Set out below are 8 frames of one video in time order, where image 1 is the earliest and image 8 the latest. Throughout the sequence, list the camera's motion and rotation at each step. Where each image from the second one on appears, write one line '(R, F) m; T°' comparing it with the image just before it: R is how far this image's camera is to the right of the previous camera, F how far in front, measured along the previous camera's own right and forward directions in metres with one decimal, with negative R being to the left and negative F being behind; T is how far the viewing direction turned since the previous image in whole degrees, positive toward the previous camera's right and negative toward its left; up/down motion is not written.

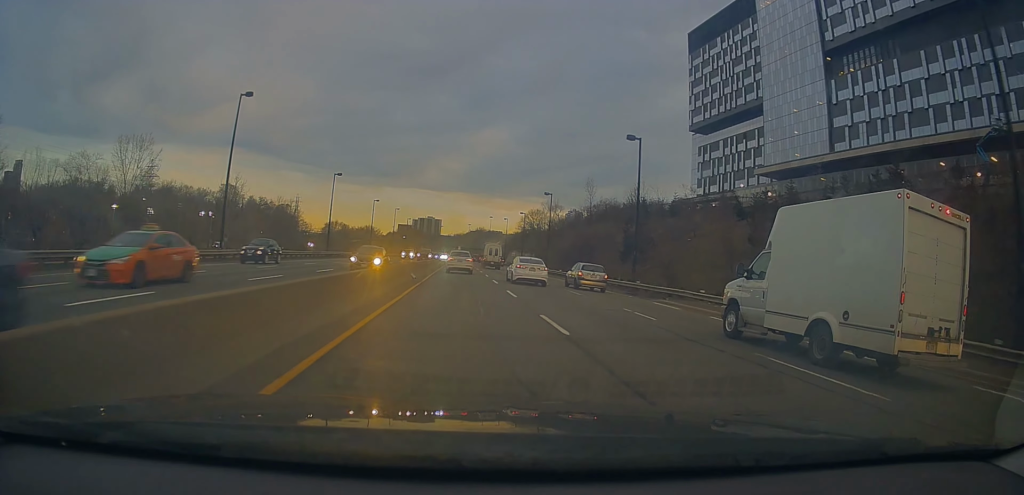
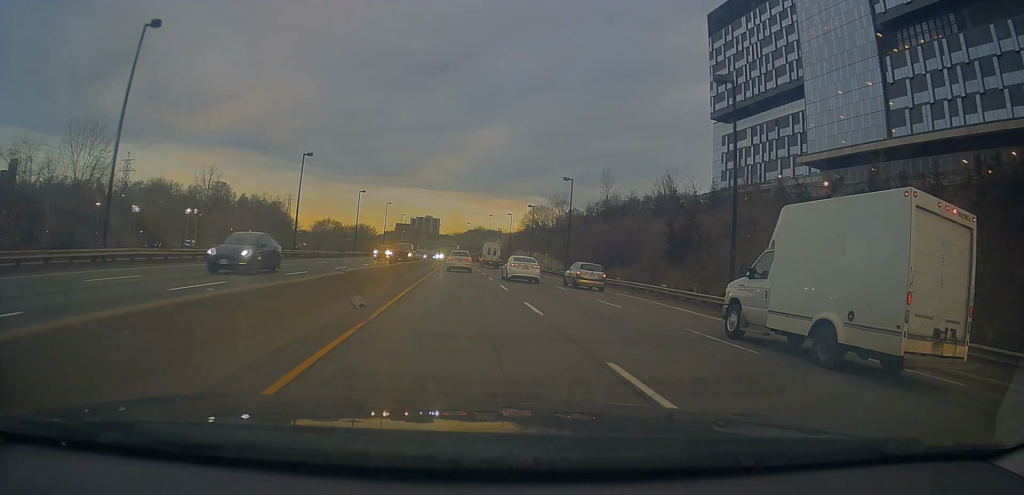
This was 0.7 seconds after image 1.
(-0.2, +14.9) m; 0°
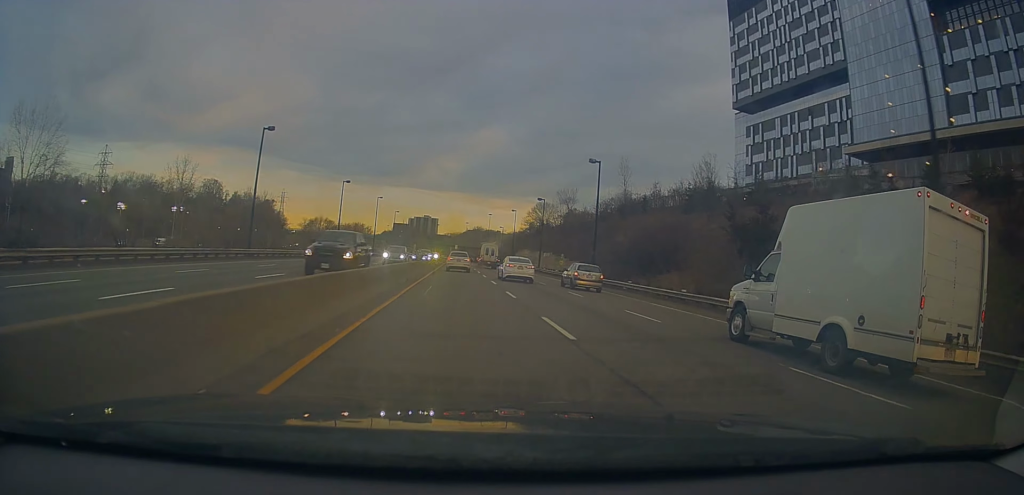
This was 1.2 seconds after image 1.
(+0.1, +12.9) m; 0°
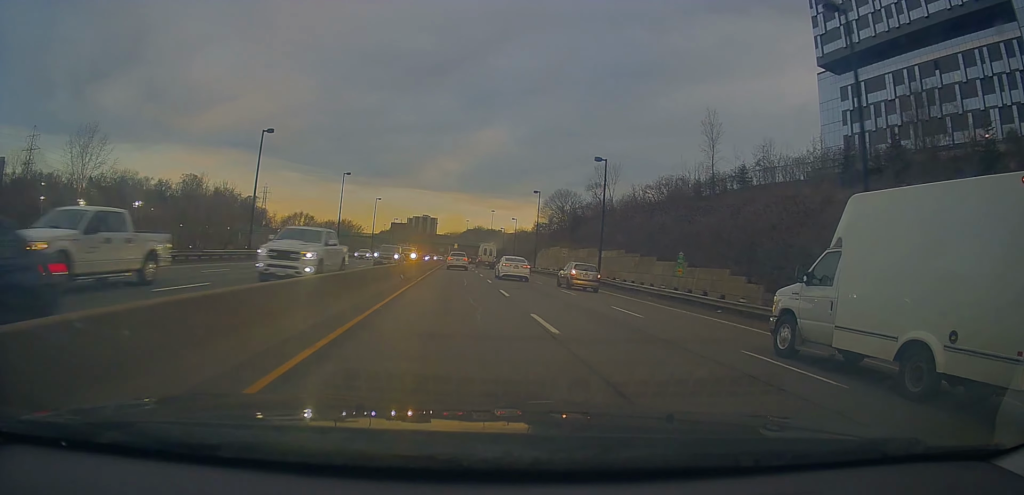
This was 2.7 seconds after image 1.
(+0.4, +34.9) m; +1°
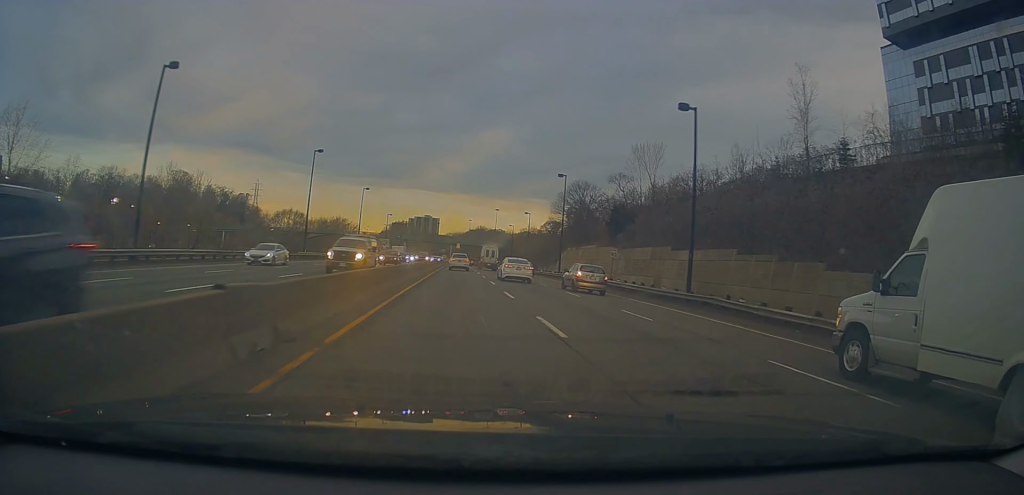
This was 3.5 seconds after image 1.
(+0.1, +18.7) m; -1°
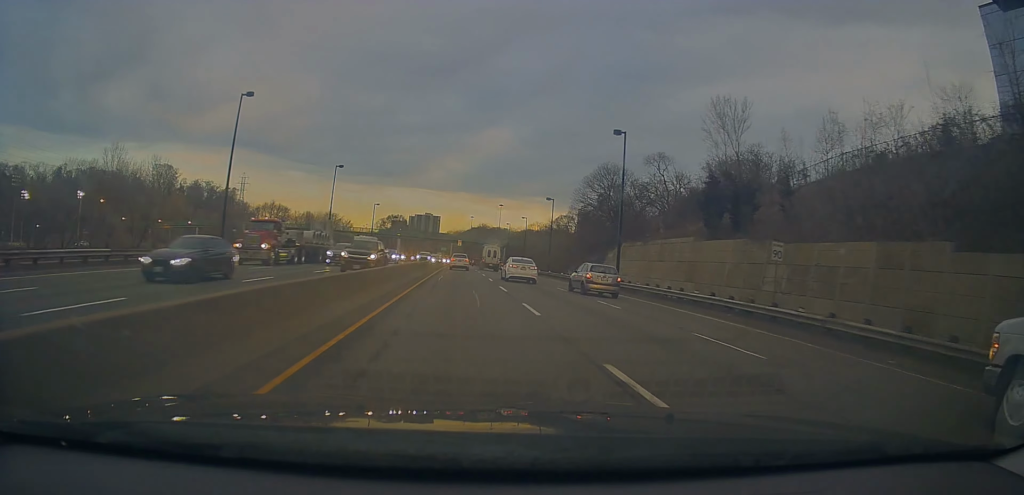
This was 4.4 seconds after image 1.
(-0.2, +23.4) m; -1°
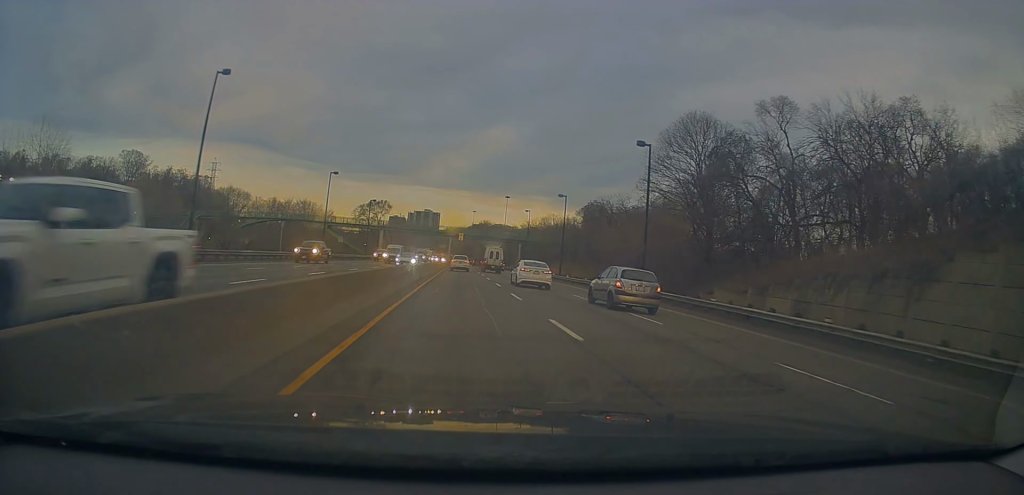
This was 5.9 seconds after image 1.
(+0.1, +39.3) m; 0°
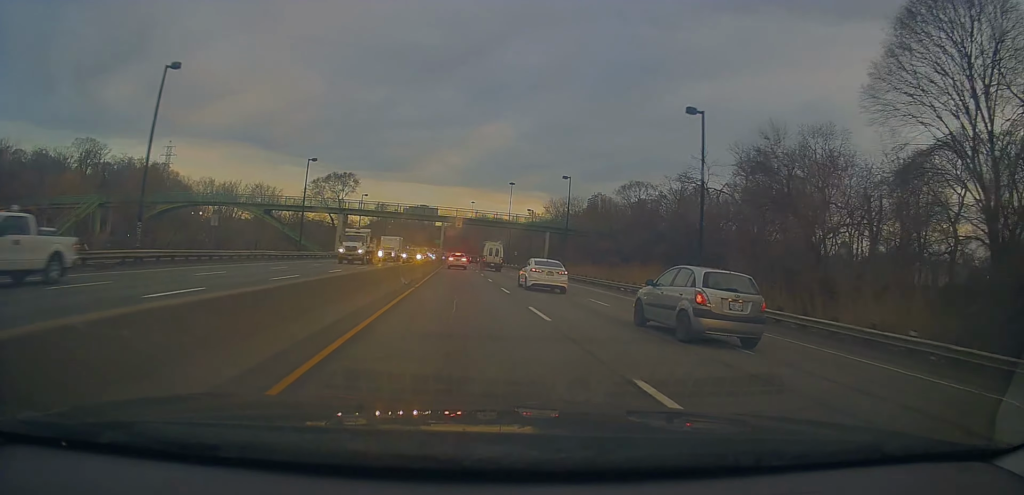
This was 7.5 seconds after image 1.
(+0.2, +42.1) m; 0°
